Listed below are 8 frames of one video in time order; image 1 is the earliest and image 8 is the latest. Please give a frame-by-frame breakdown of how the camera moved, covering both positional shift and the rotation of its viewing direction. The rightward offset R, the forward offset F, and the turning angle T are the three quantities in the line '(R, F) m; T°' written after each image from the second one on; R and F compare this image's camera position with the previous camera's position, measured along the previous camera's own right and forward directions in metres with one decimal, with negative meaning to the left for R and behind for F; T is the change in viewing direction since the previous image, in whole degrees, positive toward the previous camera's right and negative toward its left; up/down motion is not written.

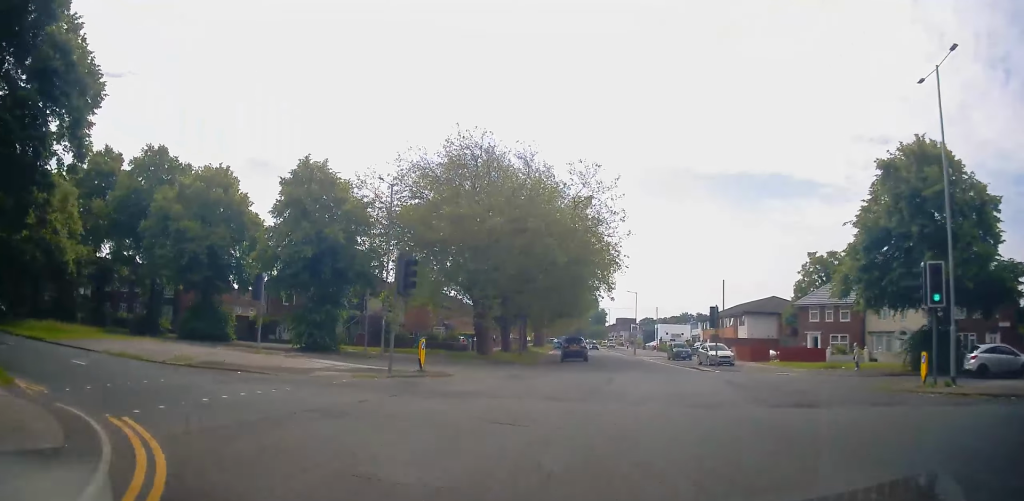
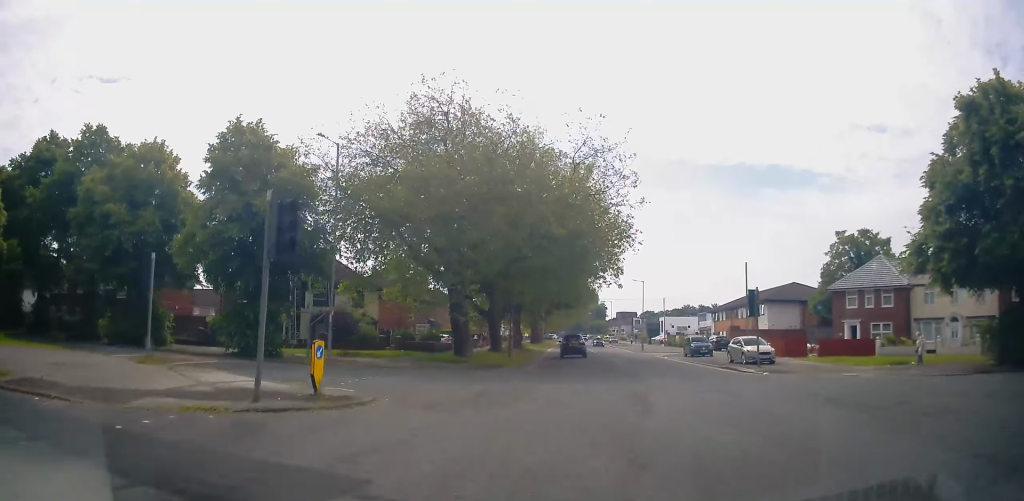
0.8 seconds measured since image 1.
(-0.1, +8.0) m; -1°
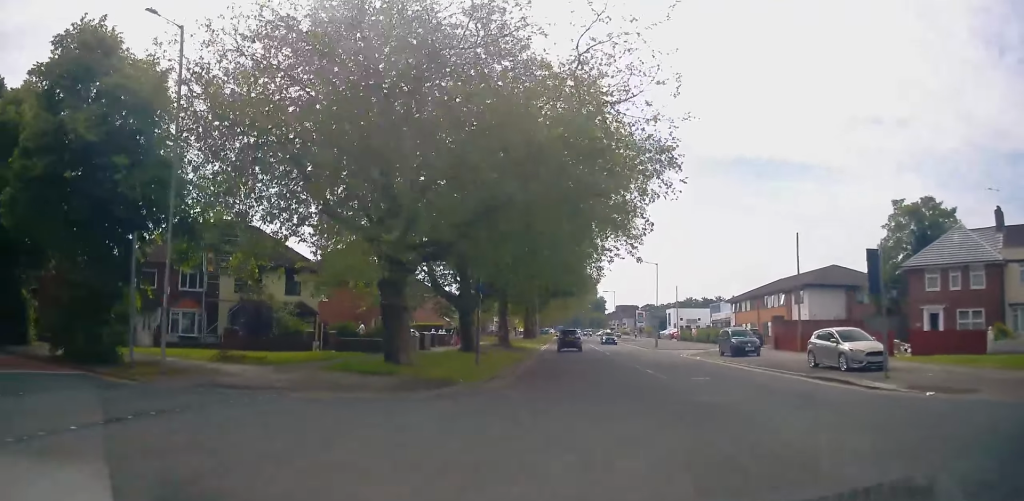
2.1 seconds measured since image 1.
(-0.2, +12.1) m; +1°
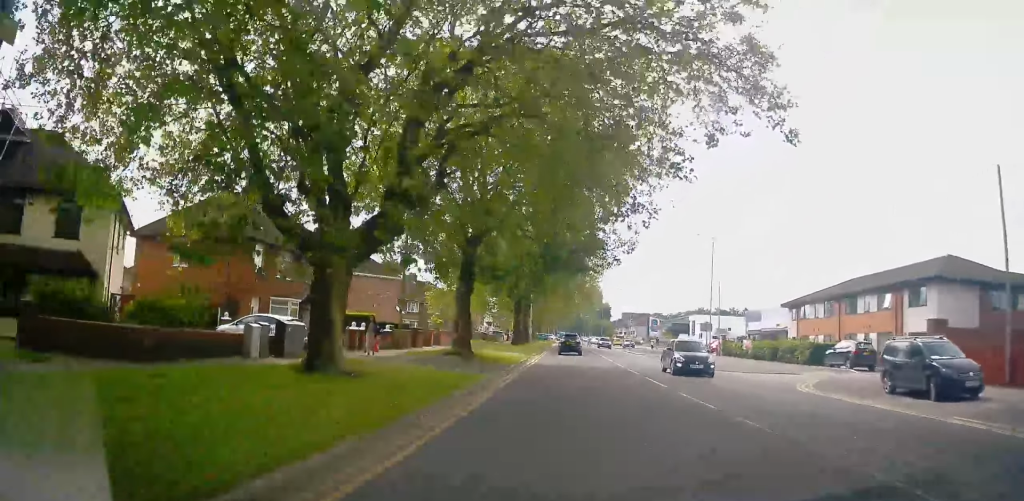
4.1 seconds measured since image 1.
(+0.8, +20.5) m; +1°
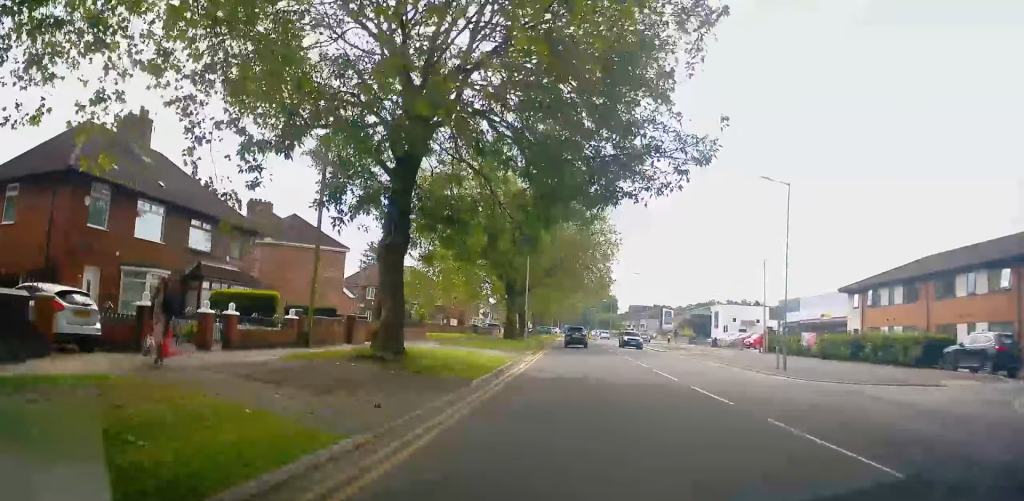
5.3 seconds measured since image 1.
(-0.3, +12.6) m; -1°
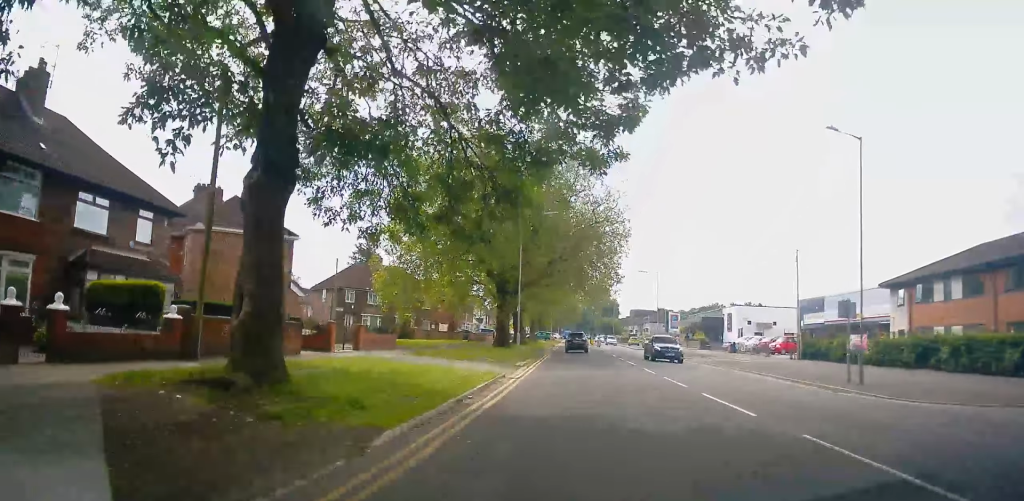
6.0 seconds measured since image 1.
(0.0, +7.2) m; -1°
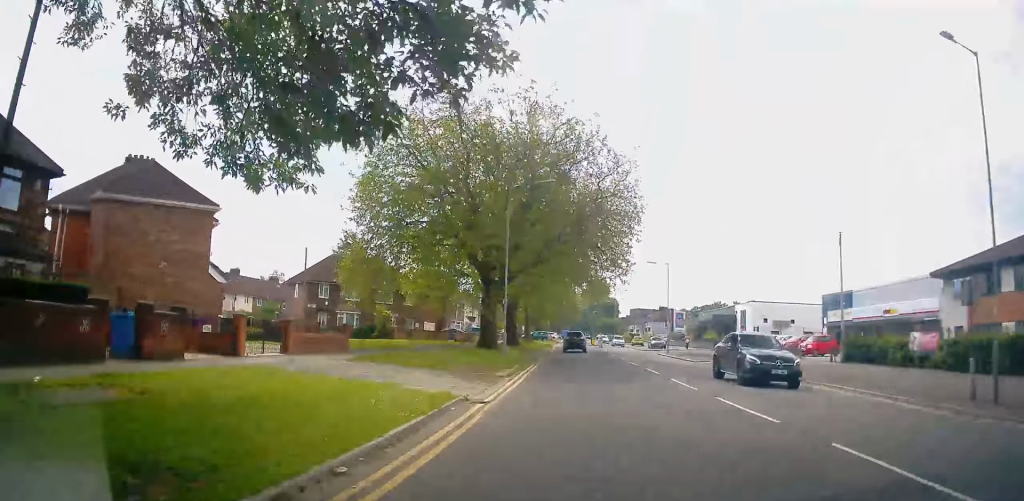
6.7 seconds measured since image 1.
(0.0, +7.2) m; -1°
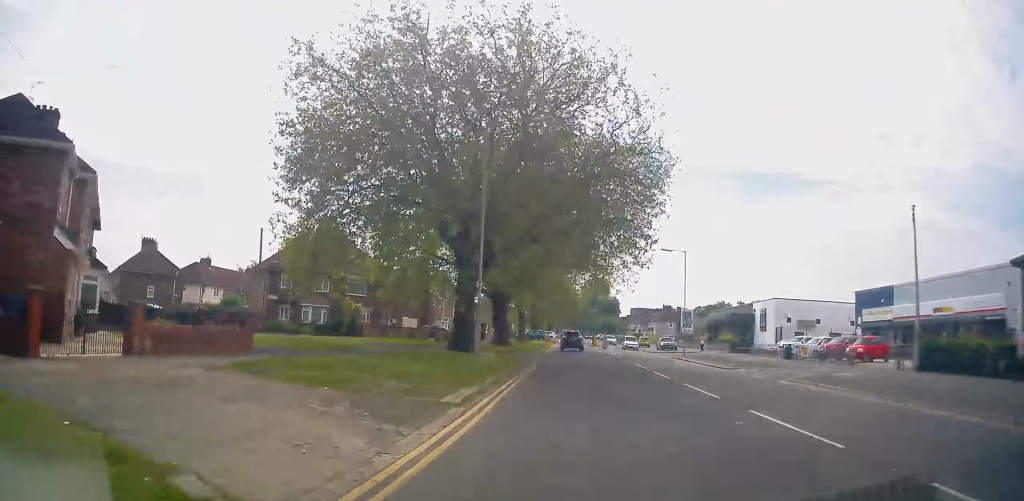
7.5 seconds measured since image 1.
(-0.4, +8.1) m; +1°
